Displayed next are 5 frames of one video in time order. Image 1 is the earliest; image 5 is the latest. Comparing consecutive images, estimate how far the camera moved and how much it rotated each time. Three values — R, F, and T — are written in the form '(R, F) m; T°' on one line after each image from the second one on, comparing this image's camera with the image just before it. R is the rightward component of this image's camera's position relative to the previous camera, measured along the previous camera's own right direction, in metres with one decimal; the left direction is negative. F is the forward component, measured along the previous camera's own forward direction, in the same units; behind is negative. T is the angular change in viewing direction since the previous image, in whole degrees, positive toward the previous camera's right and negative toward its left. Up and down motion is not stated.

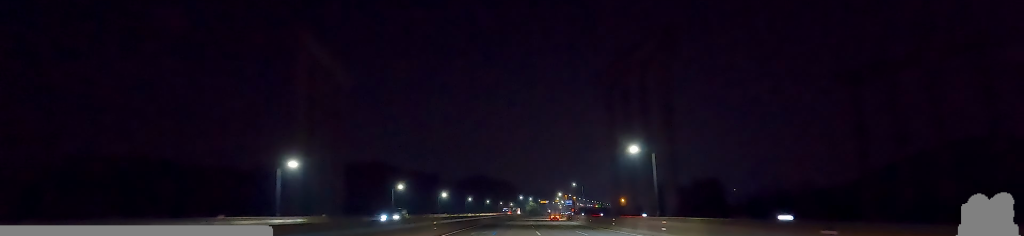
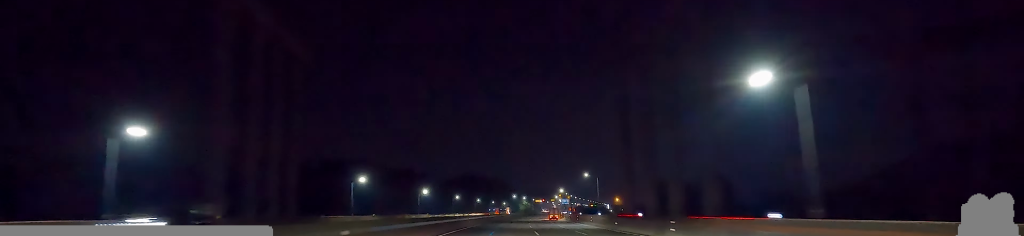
(0.0, +20.8) m; 0°
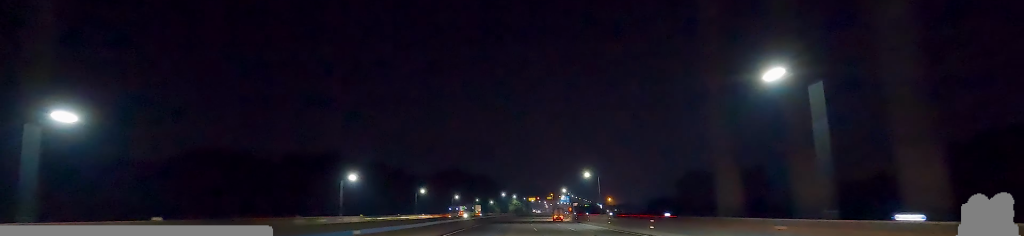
(+0.1, +49.0) m; +3°
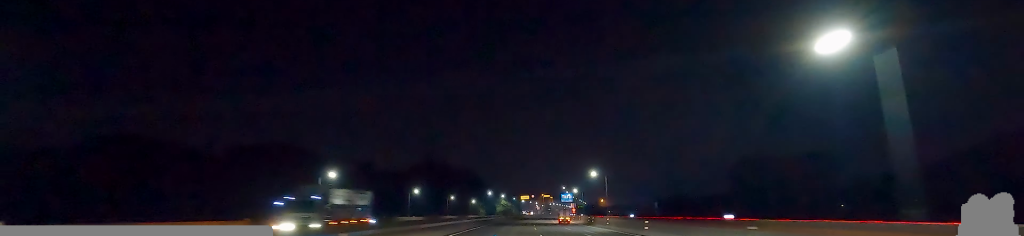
(+0.1, +52.1) m; -3°
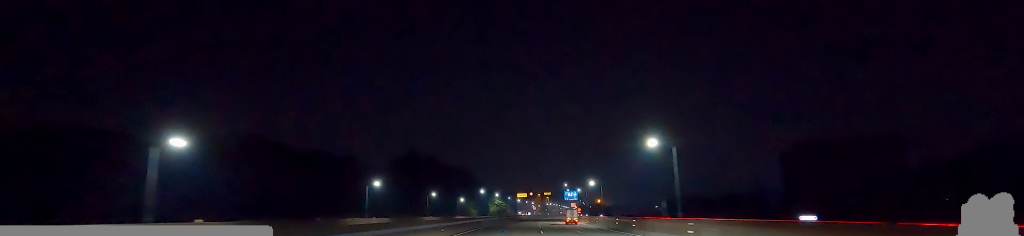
(0.0, +27.6) m; +3°
